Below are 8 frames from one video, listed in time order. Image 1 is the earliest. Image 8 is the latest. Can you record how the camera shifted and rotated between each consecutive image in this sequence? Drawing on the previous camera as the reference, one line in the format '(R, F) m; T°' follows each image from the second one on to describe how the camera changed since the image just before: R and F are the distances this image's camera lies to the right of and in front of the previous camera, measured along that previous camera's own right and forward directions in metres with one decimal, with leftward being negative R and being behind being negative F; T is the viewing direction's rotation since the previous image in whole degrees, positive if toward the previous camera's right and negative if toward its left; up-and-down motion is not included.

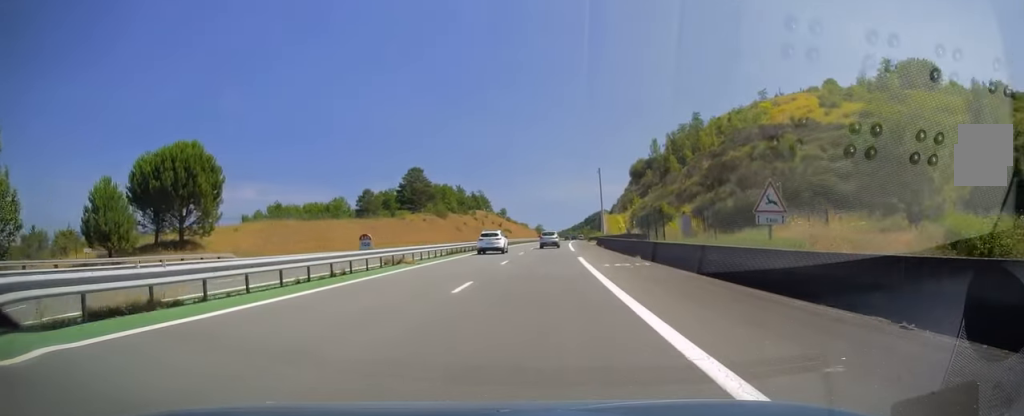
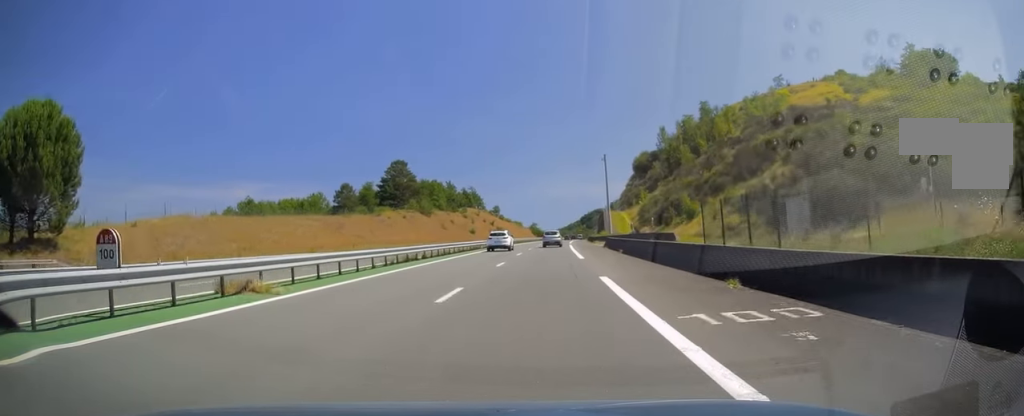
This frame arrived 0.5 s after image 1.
(+0.1, +15.3) m; +1°
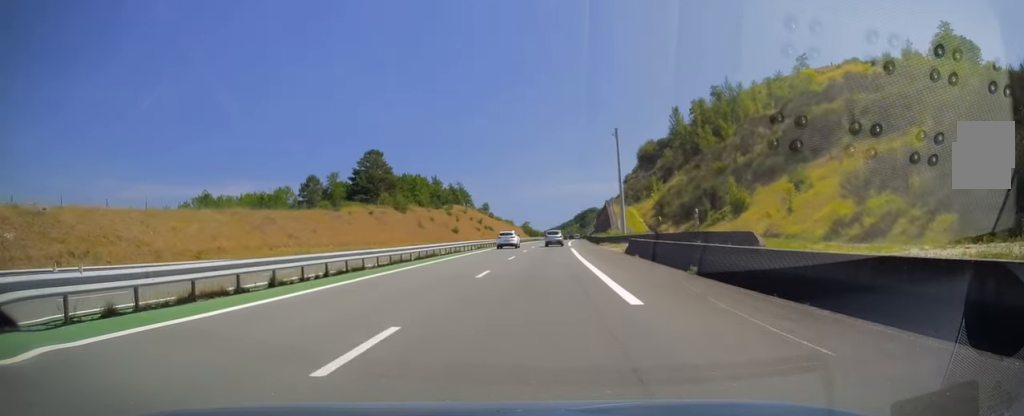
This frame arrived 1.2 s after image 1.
(+0.1, +19.2) m; +1°
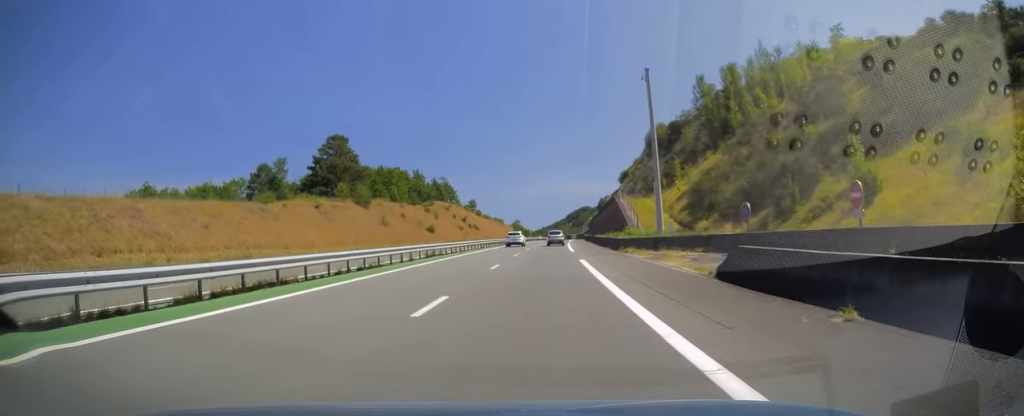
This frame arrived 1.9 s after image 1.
(+0.3, +21.6) m; 0°
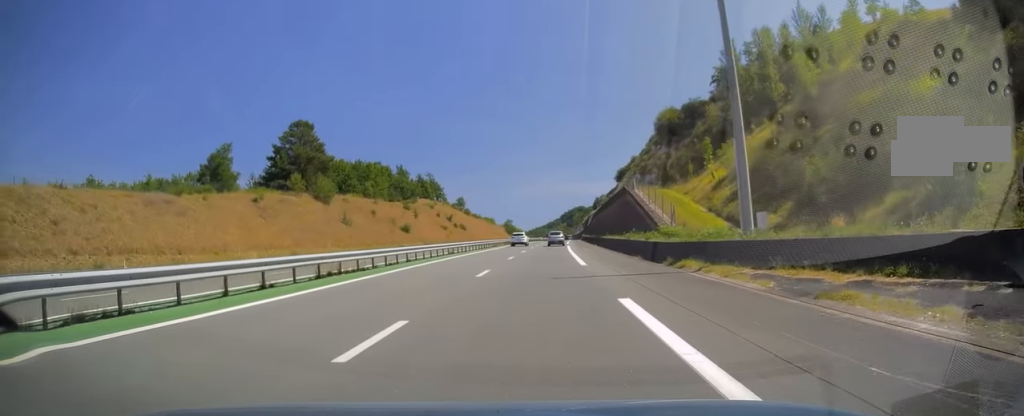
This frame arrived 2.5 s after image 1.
(0.0, +16.7) m; 0°
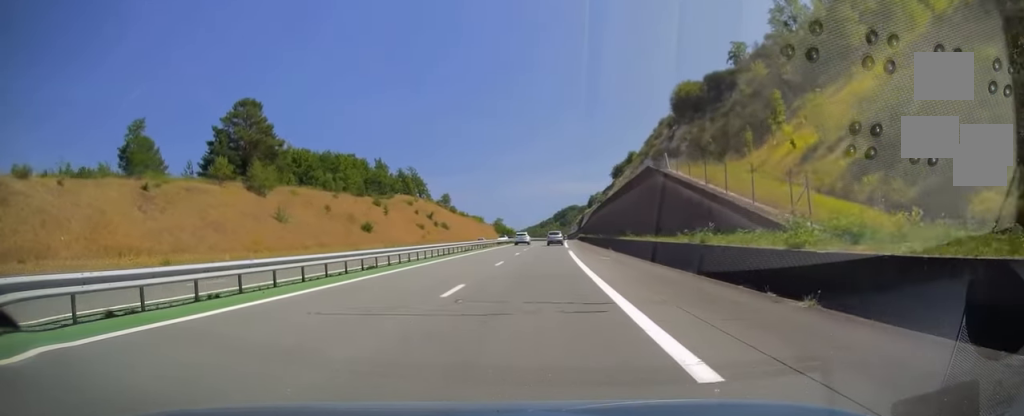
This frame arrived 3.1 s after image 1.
(-0.3, +19.2) m; +1°
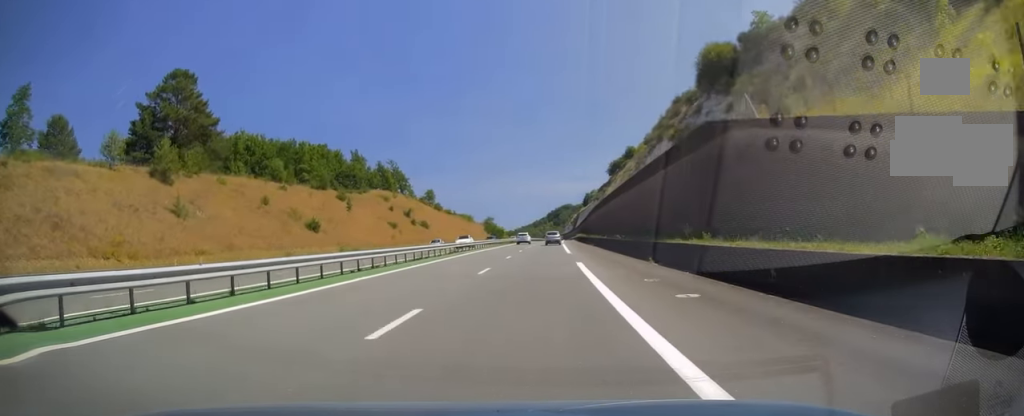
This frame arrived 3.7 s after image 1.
(+0.4, +18.2) m; +1°
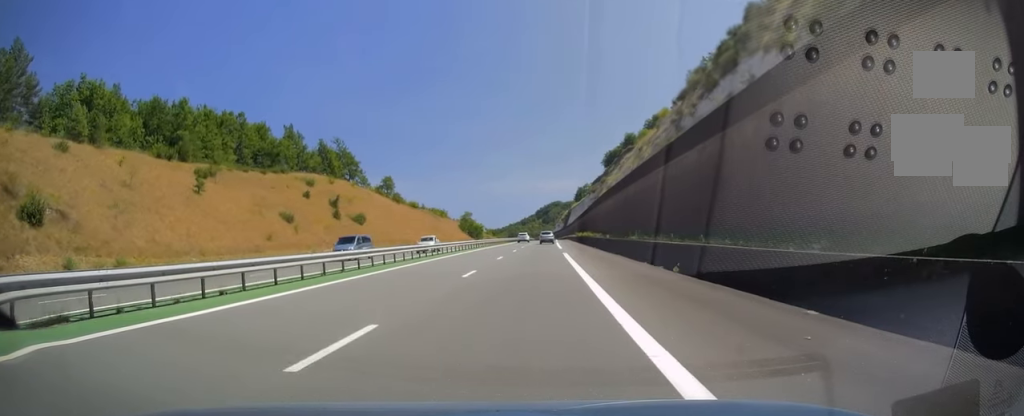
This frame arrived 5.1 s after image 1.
(+0.5, +40.9) m; +1°
